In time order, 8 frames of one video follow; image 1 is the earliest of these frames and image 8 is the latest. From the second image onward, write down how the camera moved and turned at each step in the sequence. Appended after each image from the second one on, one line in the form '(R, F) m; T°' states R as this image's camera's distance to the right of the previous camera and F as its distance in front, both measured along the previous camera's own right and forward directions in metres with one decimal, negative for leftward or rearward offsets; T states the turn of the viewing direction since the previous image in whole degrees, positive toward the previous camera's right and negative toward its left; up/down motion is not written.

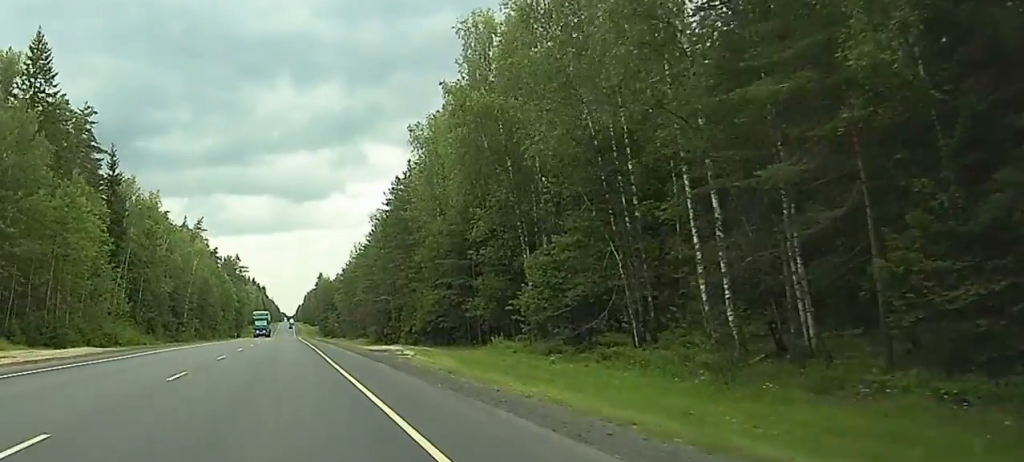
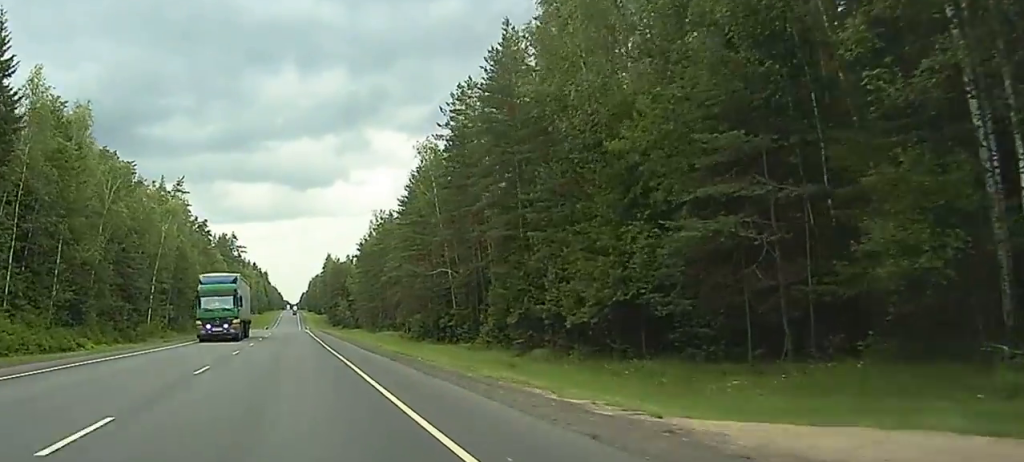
(+0.1, +46.6) m; 0°
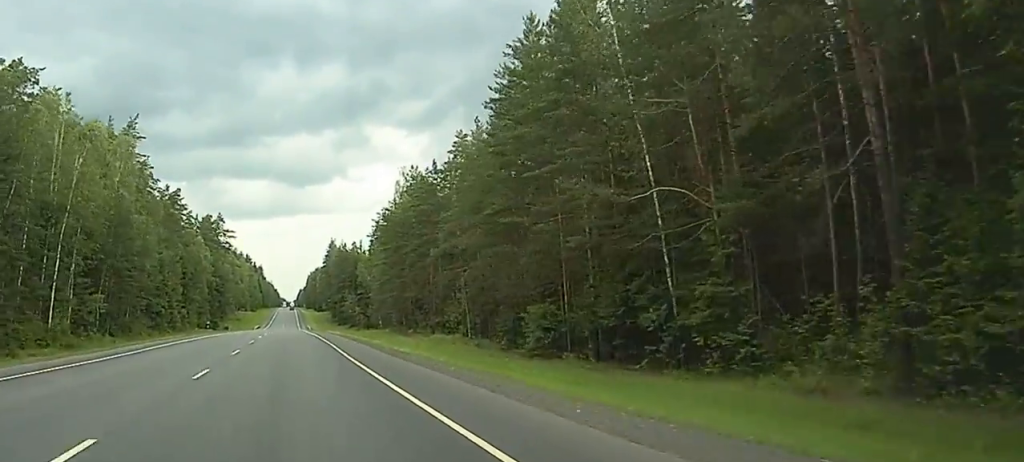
(0.0, +50.2) m; 0°
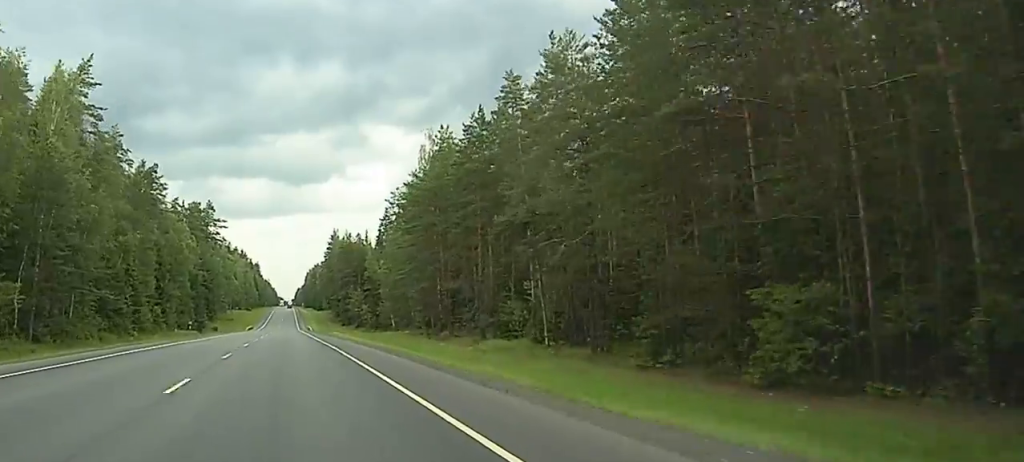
(0.0, +27.9) m; 0°
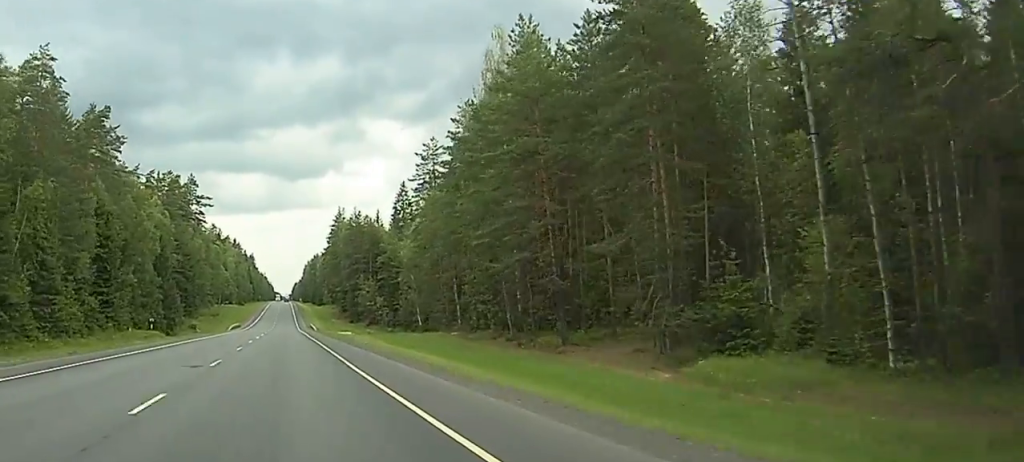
(0.0, +38.3) m; -1°
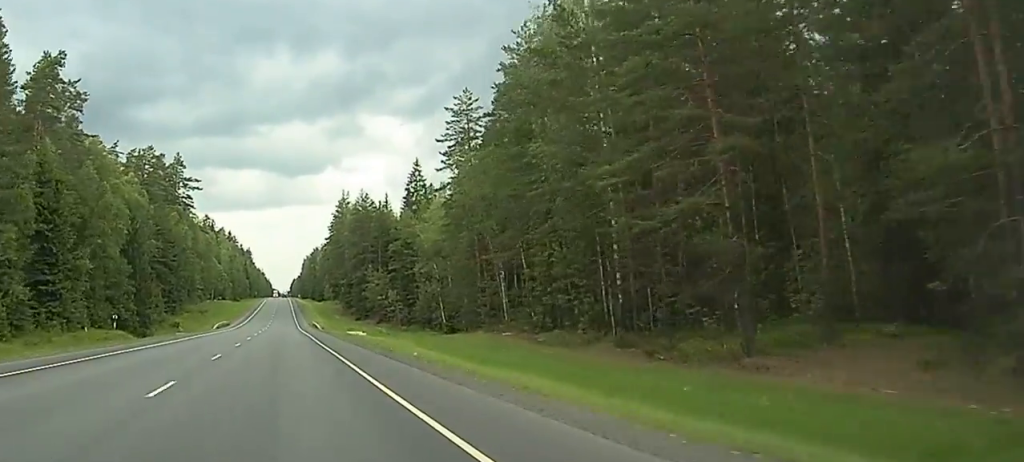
(-0.2, +21.9) m; 0°
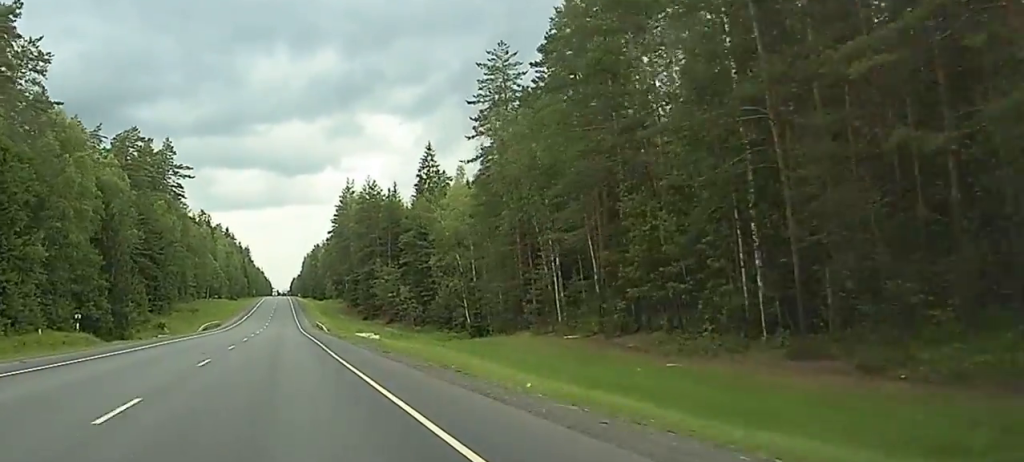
(-0.1, +15.2) m; 0°
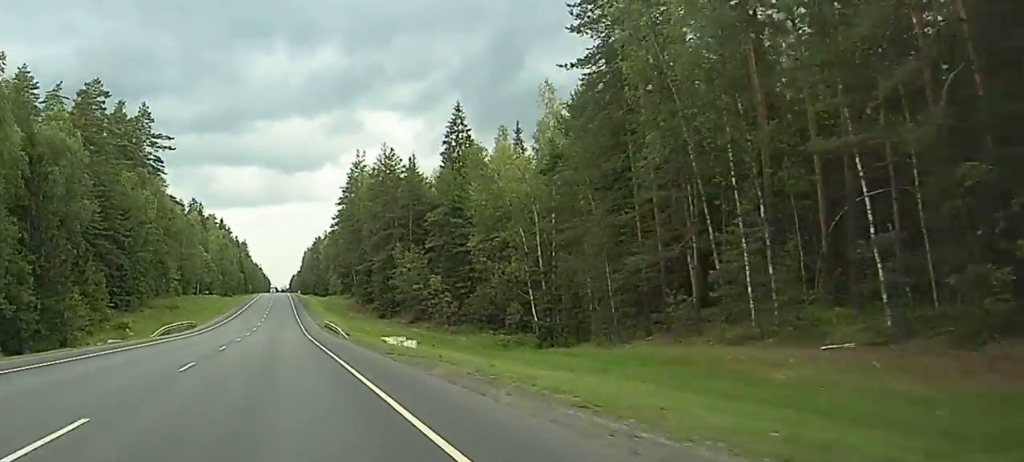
(0.0, +26.6) m; 0°
